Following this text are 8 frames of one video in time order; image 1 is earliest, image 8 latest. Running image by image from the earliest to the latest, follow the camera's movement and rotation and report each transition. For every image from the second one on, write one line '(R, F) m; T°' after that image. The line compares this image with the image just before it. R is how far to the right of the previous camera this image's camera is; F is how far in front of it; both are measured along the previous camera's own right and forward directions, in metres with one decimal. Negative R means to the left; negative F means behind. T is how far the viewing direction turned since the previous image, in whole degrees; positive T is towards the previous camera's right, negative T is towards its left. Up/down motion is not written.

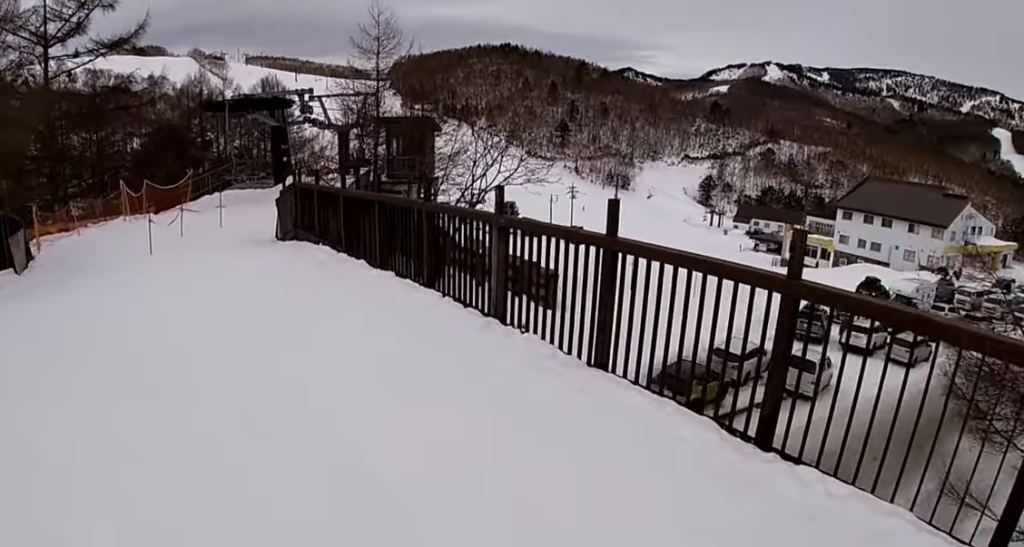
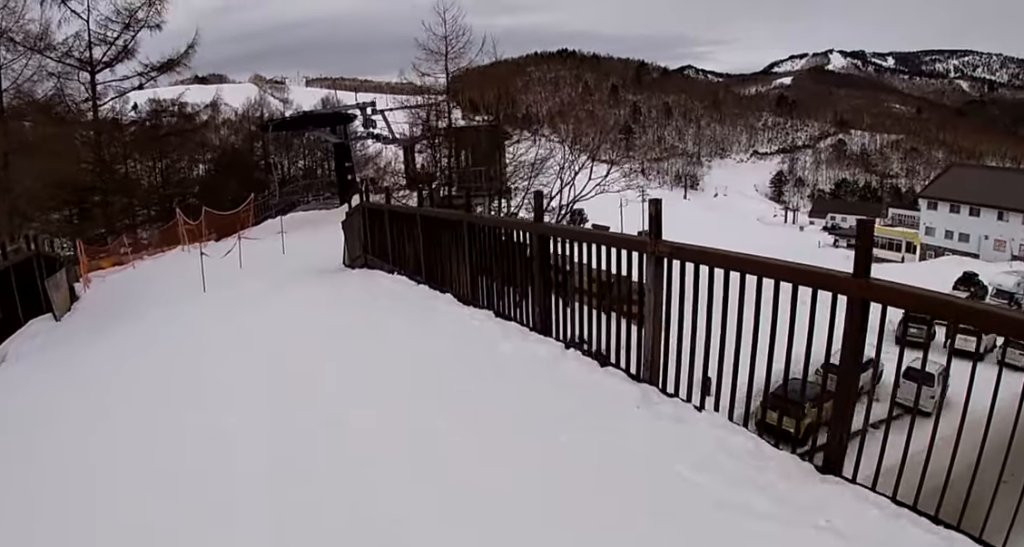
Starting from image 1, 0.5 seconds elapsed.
(-0.4, +1.6) m; +3°
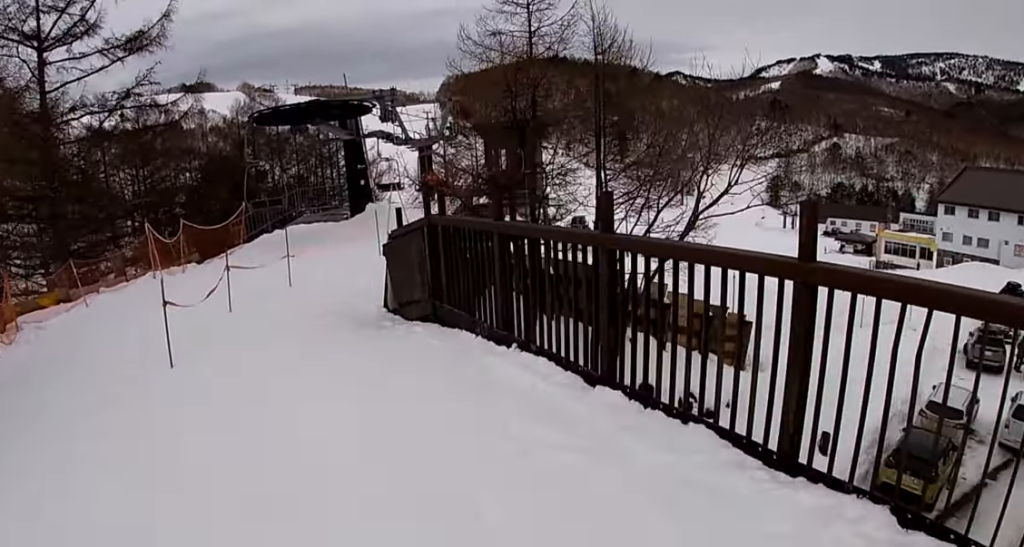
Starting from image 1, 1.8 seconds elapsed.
(+0.8, +3.9) m; +4°
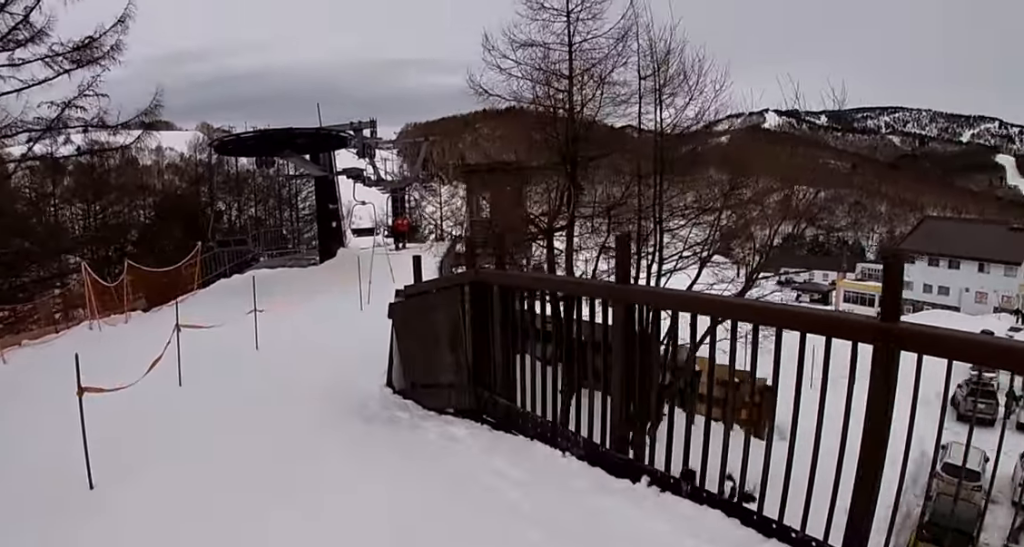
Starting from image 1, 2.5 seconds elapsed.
(-0.5, +1.8) m; -1°
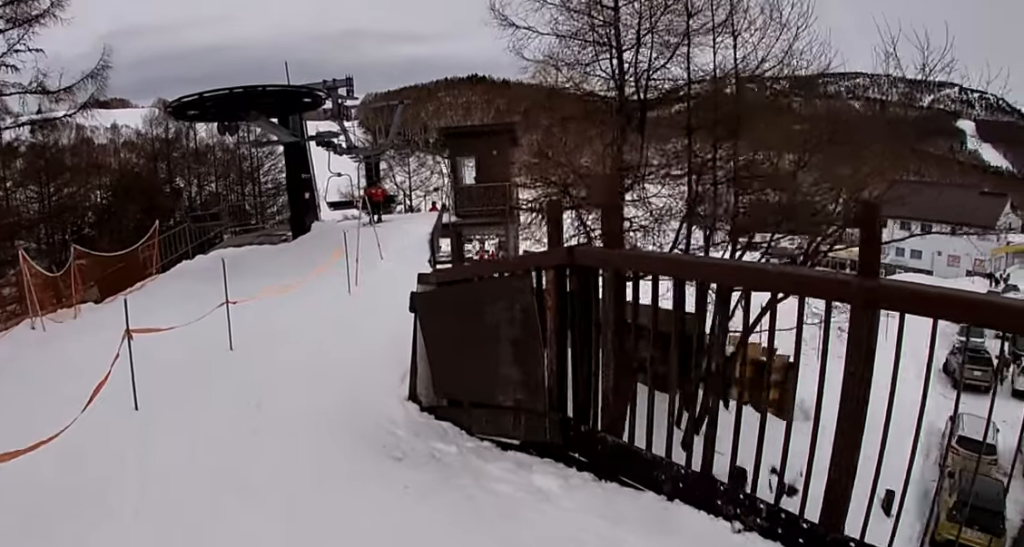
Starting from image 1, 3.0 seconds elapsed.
(+0.1, +1.5) m; -1°
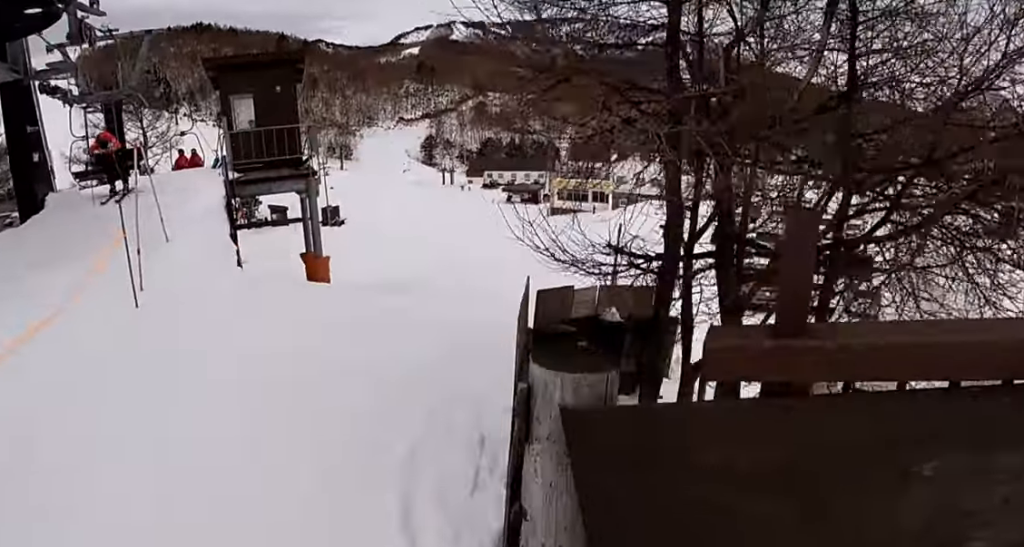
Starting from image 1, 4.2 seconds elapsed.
(0.0, +3.7) m; +15°
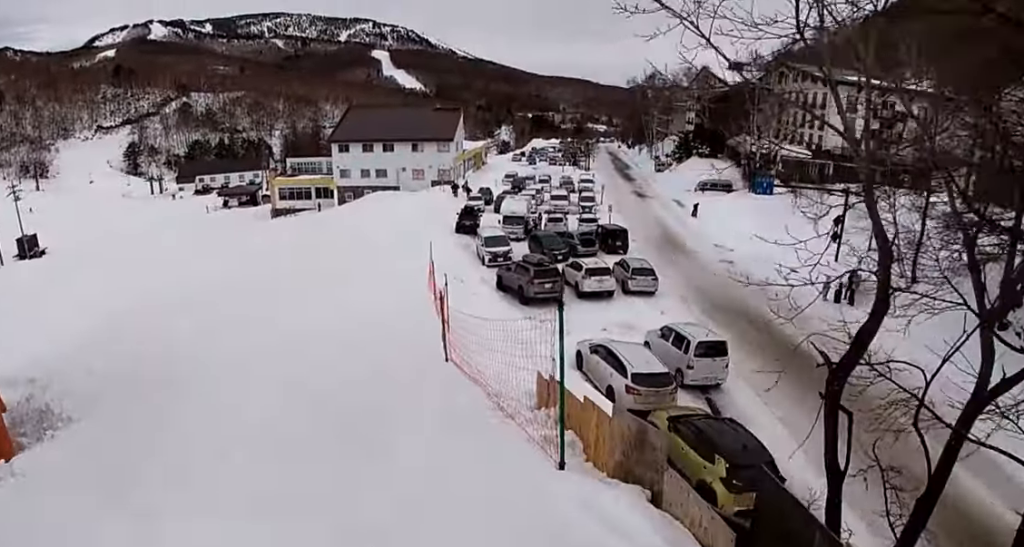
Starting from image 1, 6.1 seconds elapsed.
(+4.0, +6.2) m; +43°
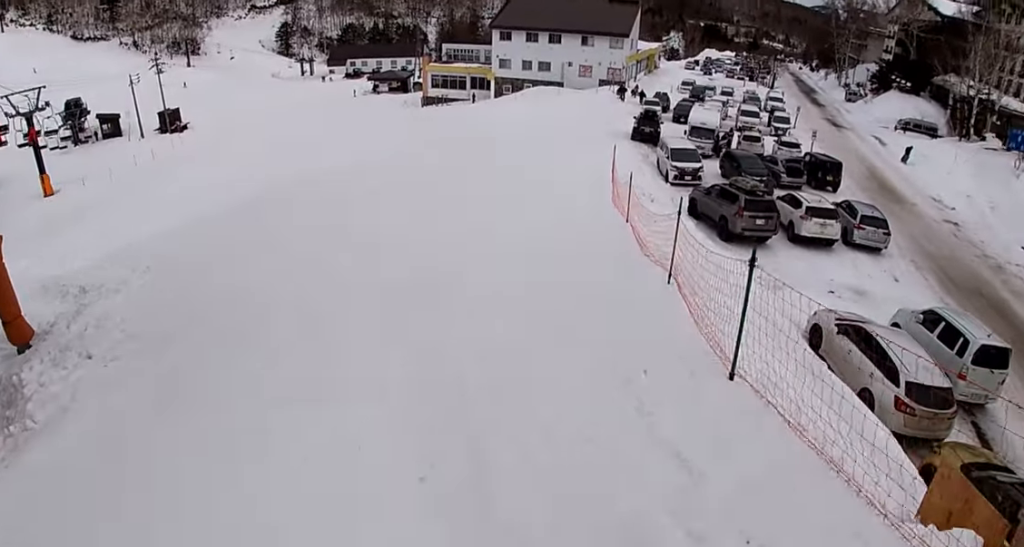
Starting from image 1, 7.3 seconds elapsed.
(+0.1, +7.4) m; 0°
